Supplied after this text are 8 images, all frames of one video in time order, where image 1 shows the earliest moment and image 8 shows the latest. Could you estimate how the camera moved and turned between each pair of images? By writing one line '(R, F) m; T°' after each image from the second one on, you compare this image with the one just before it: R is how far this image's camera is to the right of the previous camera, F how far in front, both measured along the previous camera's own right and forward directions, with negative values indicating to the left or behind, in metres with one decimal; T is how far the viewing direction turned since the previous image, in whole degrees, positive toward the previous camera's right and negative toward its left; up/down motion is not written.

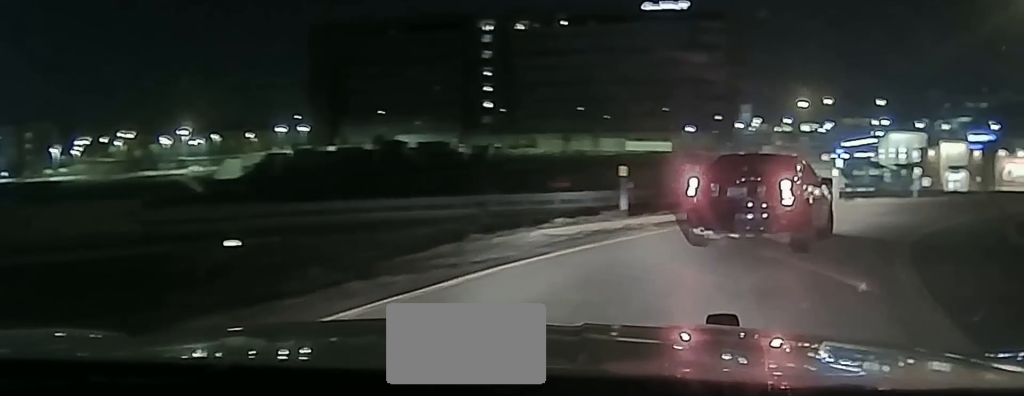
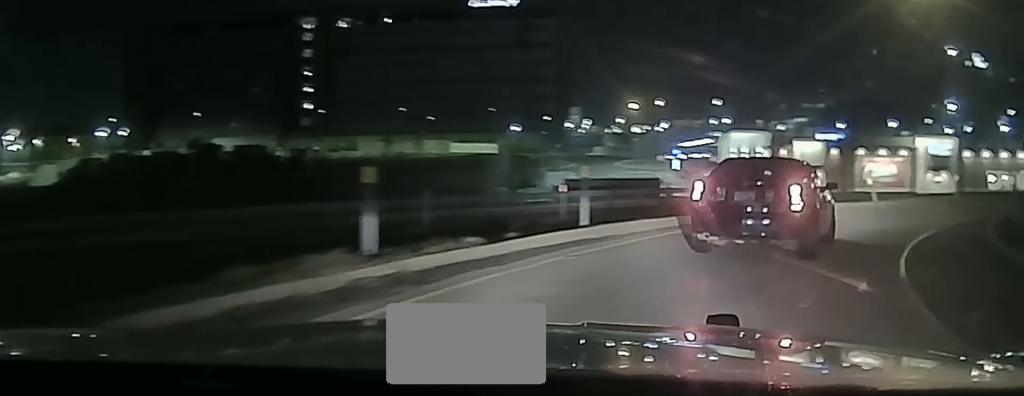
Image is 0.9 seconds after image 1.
(+1.2, +8.3) m; +13°
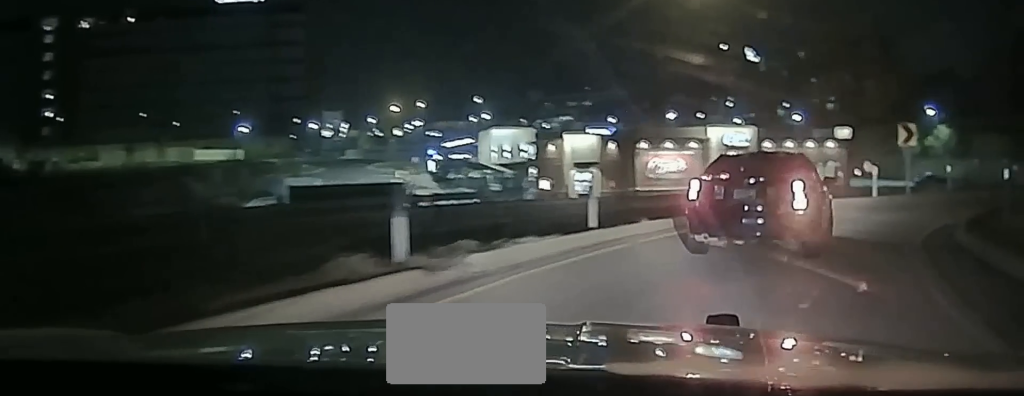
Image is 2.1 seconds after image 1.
(+1.4, +10.7) m; +13°
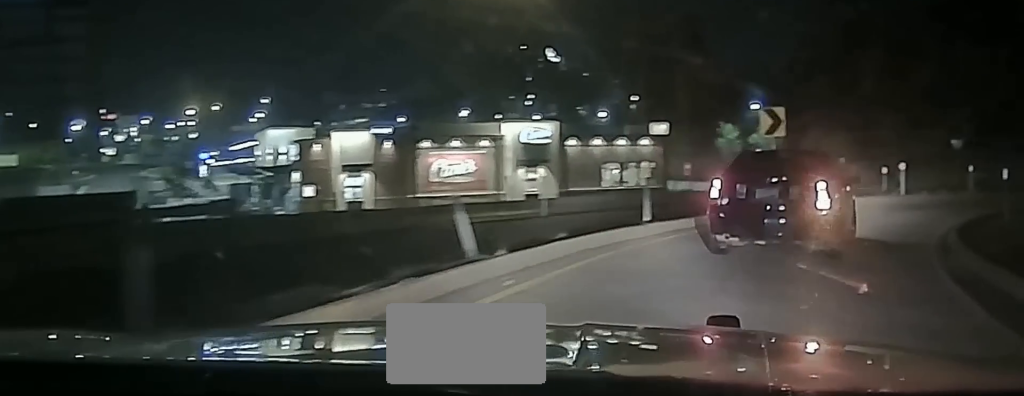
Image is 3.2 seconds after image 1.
(+0.9, +8.8) m; +12°
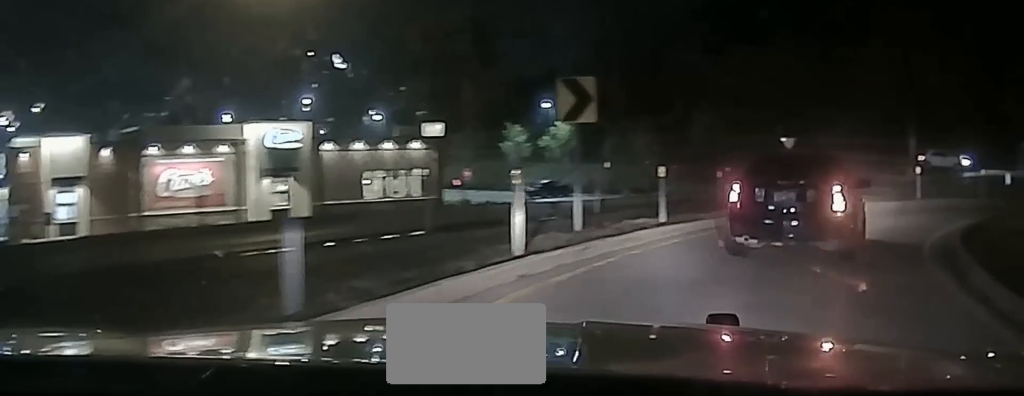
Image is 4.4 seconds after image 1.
(+1.4, +10.0) m; +16°
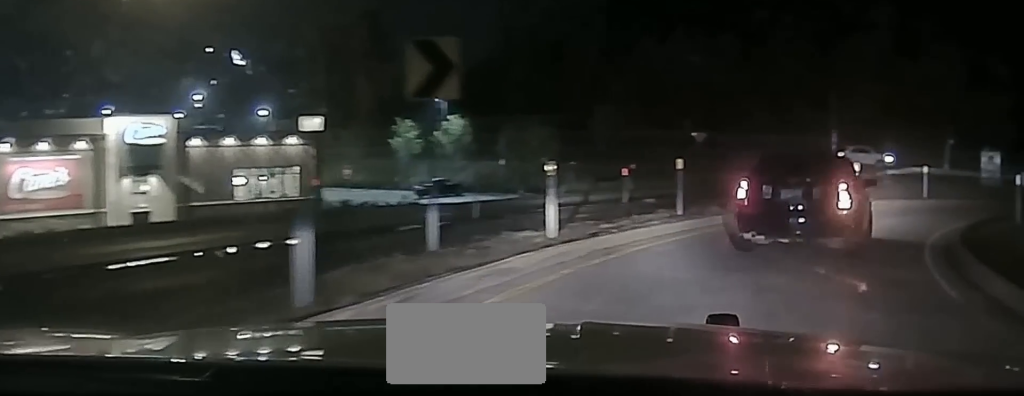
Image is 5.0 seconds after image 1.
(+0.2, +5.2) m; +8°
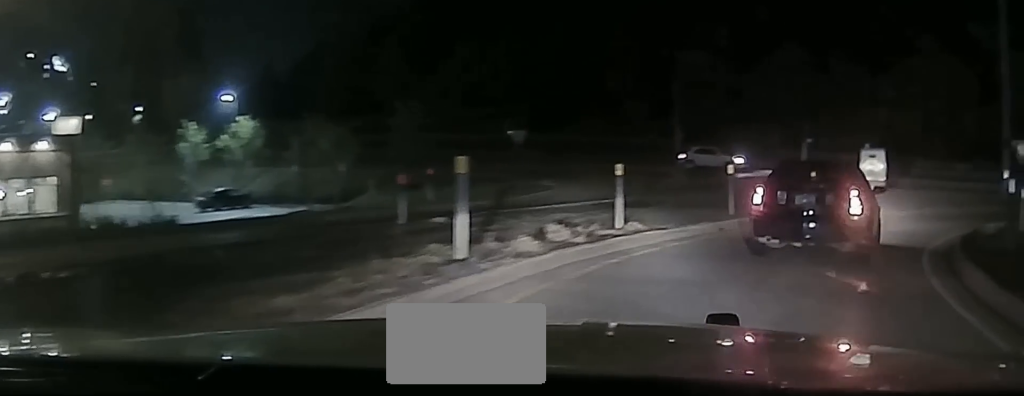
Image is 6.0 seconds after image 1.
(+0.9, +9.4) m; +10°
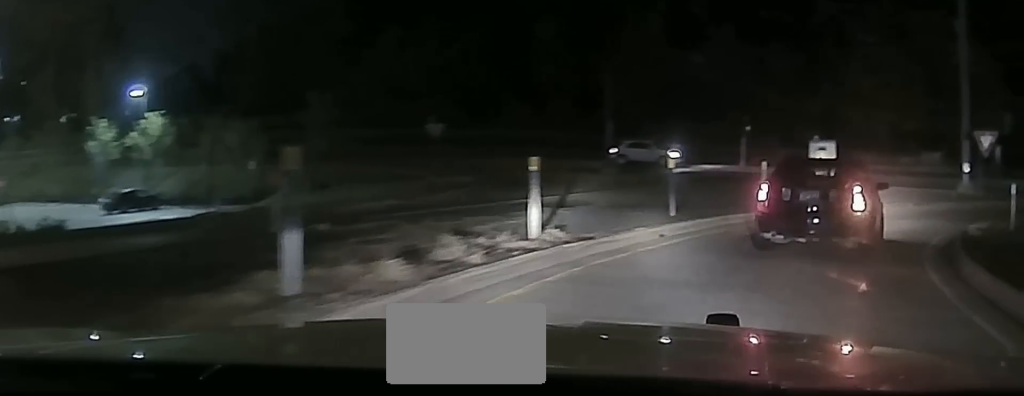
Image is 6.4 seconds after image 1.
(+0.2, +3.5) m; +5°
